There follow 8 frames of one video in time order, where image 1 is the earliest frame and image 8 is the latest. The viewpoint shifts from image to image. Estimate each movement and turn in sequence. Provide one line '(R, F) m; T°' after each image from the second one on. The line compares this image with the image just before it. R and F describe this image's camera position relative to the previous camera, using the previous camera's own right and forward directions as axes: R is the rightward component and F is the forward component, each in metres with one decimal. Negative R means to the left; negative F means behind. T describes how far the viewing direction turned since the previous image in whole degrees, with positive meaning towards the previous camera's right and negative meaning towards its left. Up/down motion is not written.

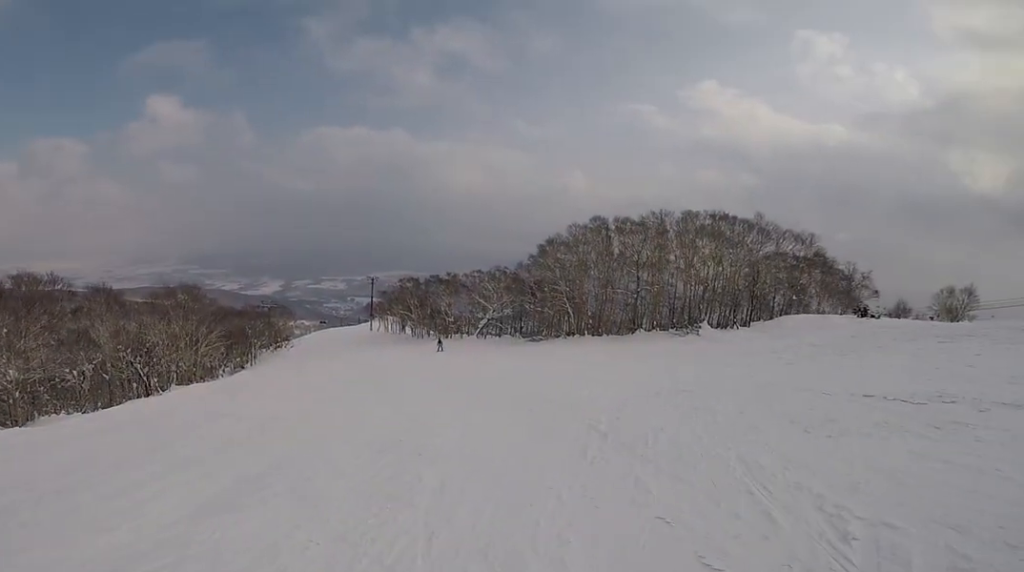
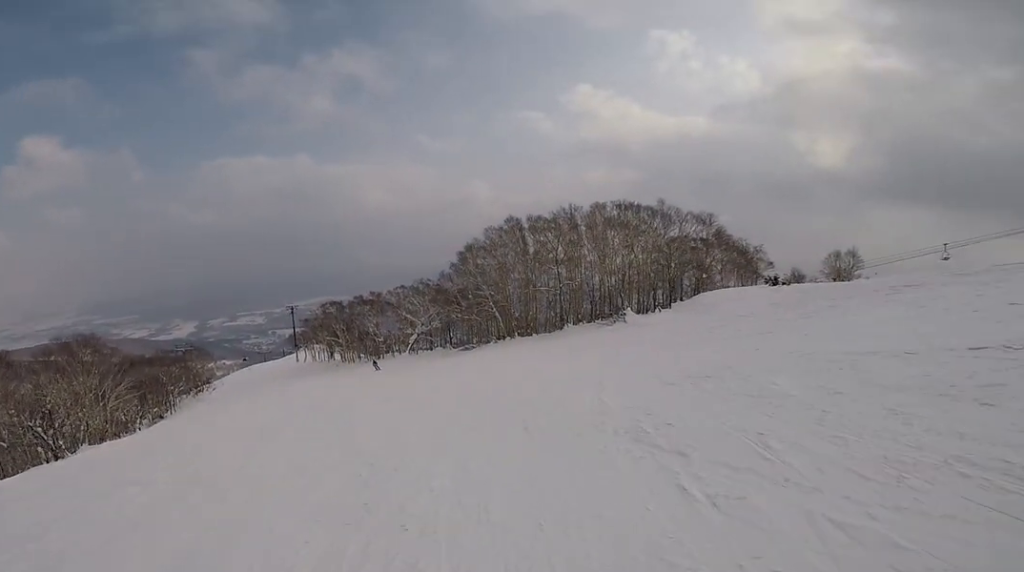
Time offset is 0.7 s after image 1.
(+0.2, +2.6) m; +12°
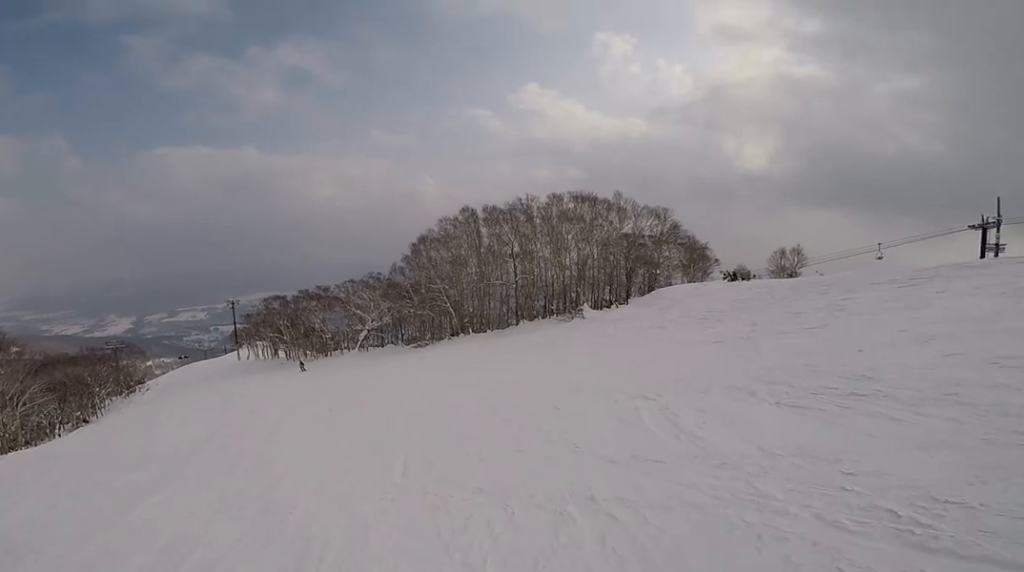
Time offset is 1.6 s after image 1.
(+0.4, +3.3) m; +8°
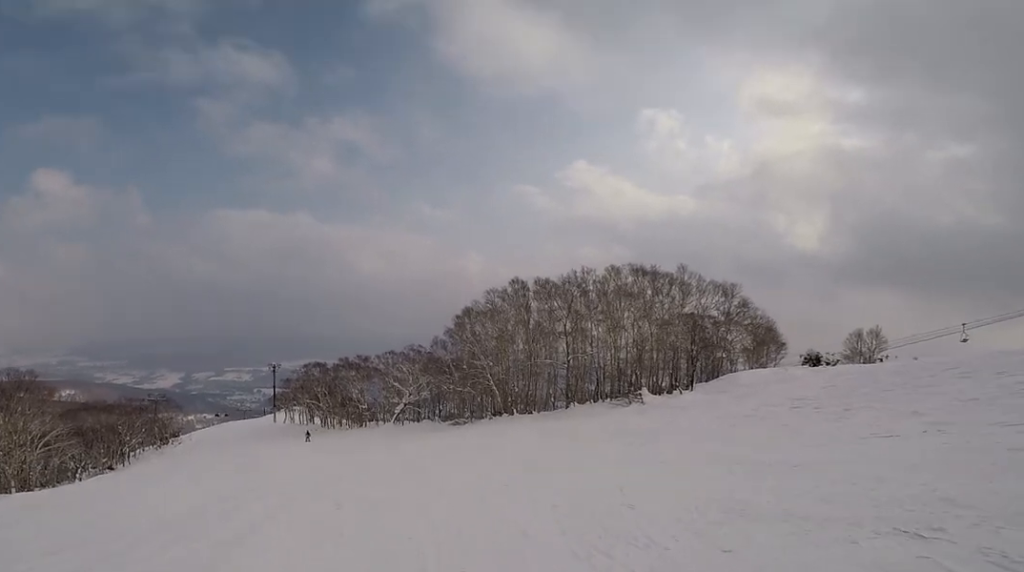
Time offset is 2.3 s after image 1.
(+0.1, +3.0) m; -1°
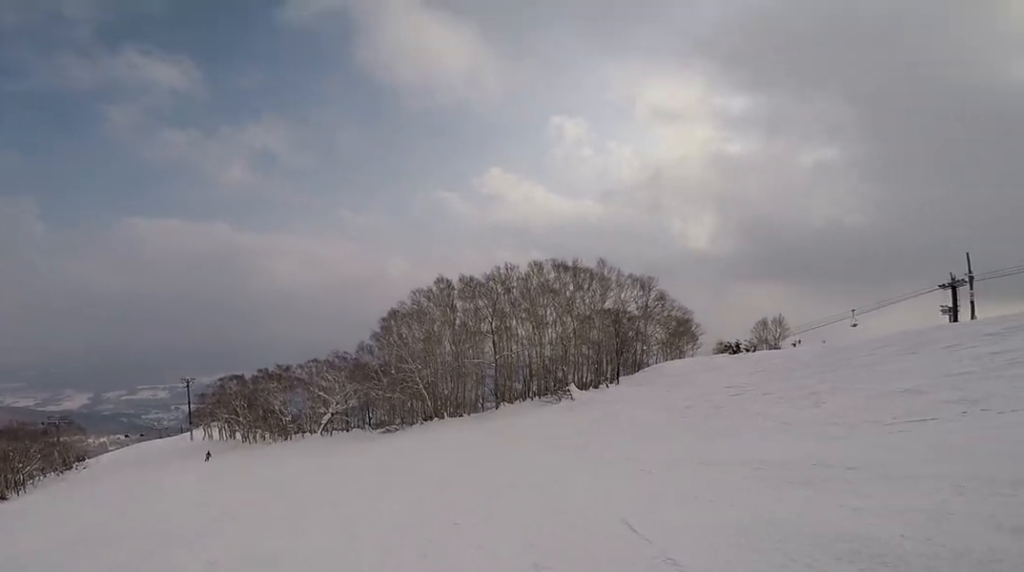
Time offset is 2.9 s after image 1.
(0.0, +2.4) m; -3°
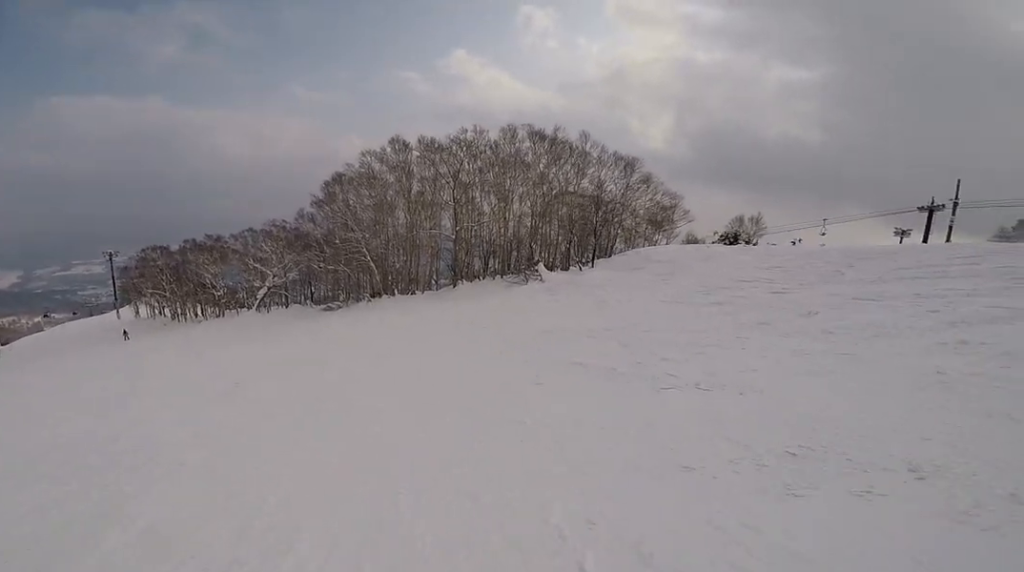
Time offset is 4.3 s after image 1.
(-0.5, +6.5) m; -17°
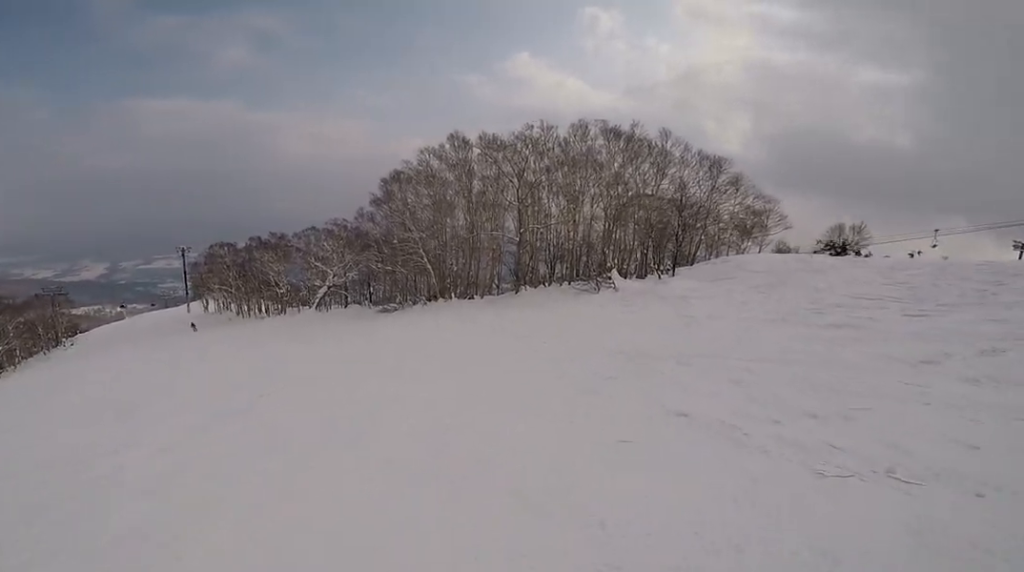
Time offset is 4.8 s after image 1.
(+0.1, +2.3) m; -10°
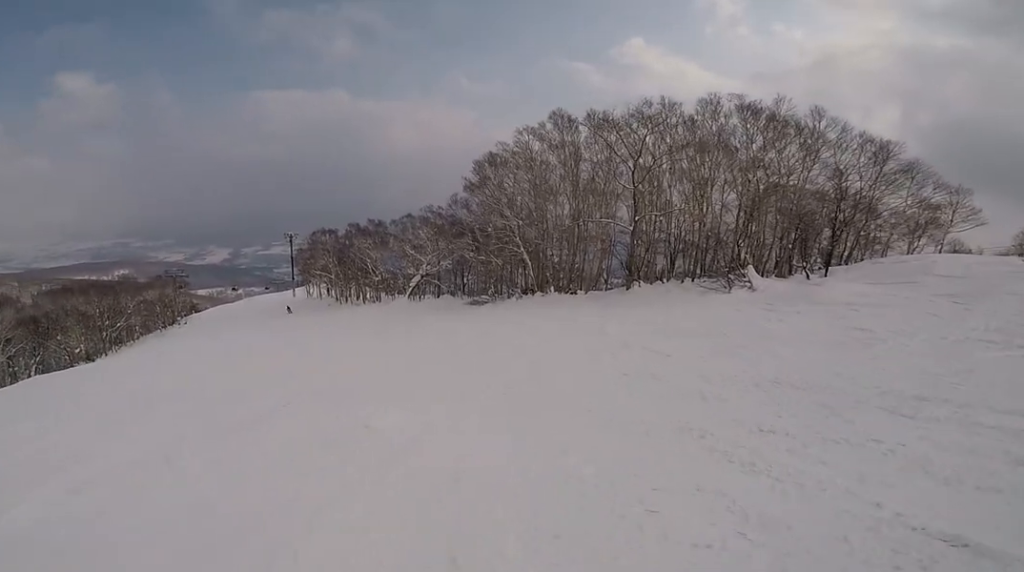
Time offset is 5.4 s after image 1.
(-1.0, +3.1) m; -12°
